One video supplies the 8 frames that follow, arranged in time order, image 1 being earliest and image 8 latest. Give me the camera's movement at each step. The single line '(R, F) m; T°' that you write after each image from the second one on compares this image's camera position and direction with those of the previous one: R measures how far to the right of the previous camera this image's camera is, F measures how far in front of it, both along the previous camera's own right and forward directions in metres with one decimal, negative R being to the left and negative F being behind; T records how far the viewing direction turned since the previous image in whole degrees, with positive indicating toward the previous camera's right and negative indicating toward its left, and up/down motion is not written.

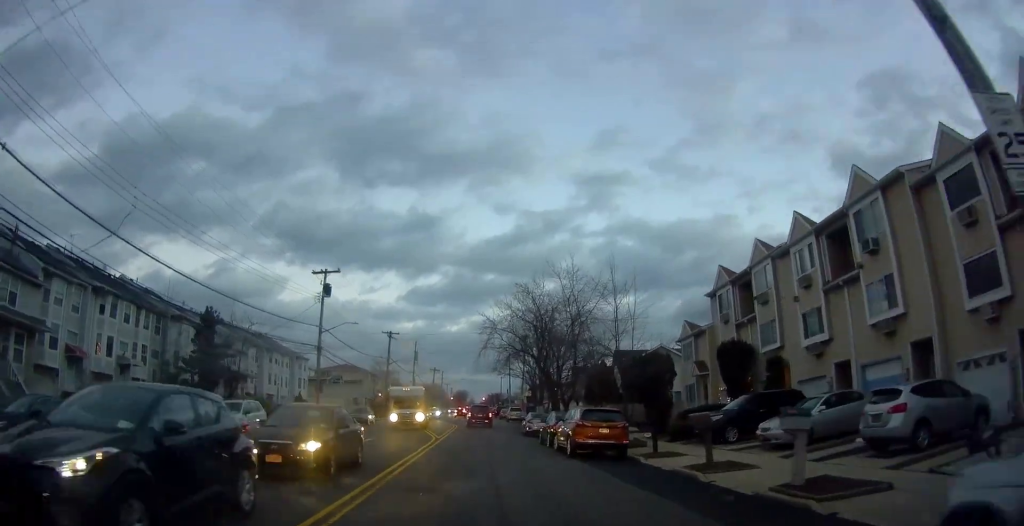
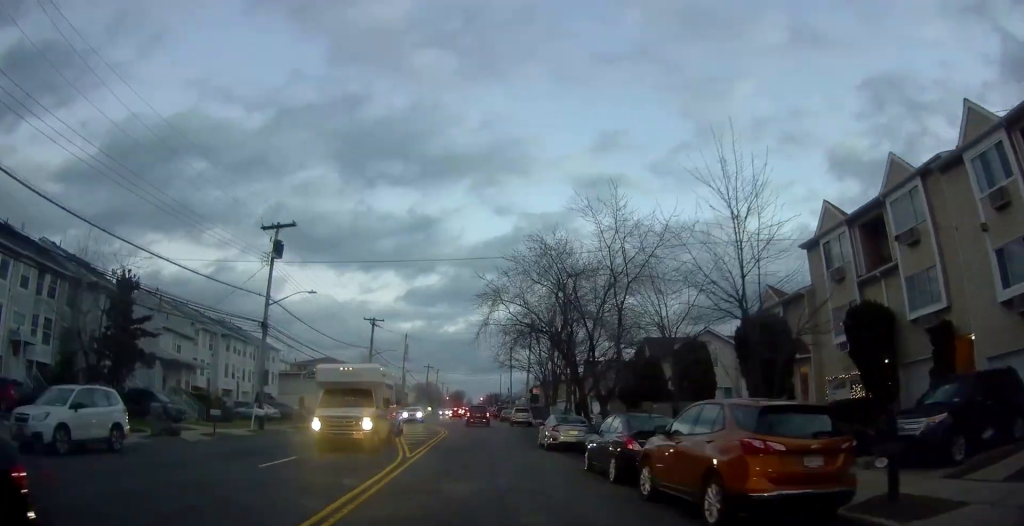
(+0.2, +11.4) m; +3°
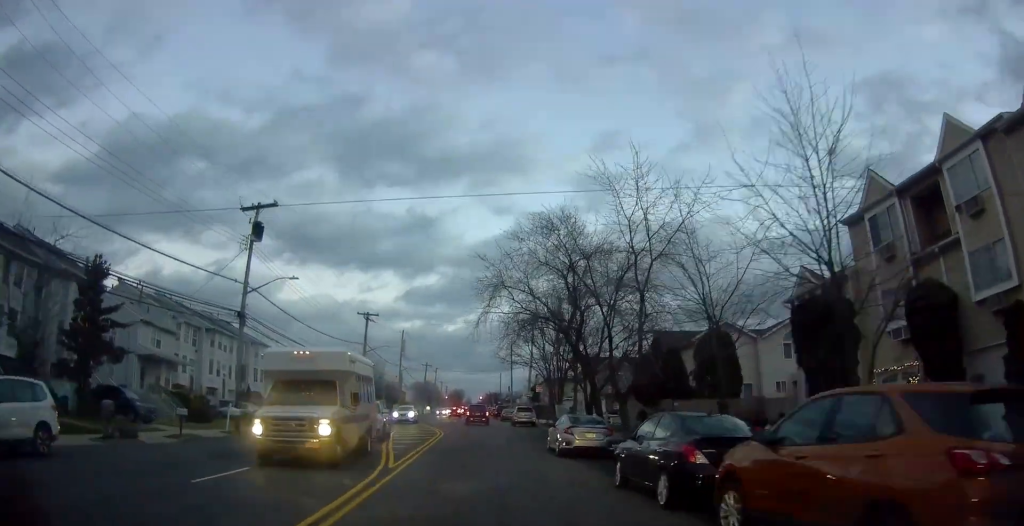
(+0.2, +3.3) m; 0°
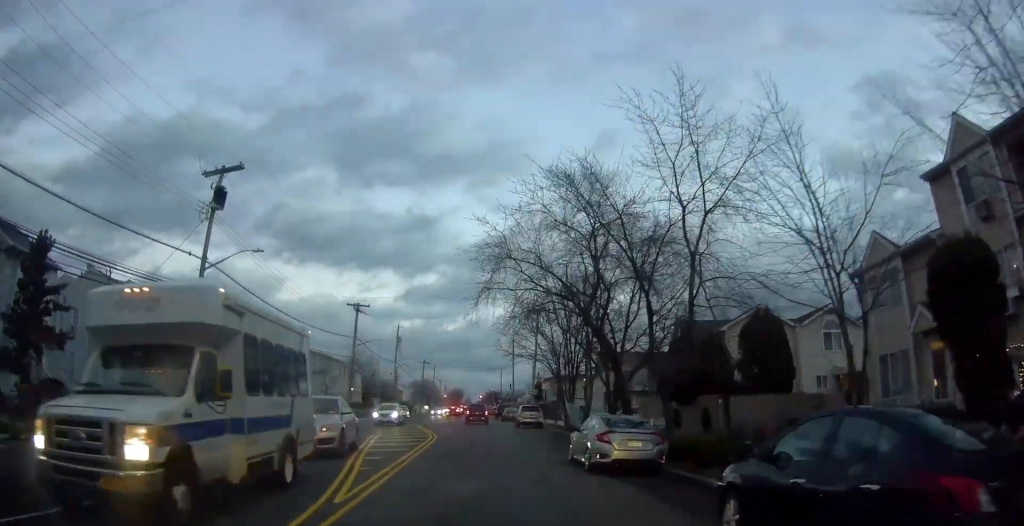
(0.0, +5.5) m; 0°
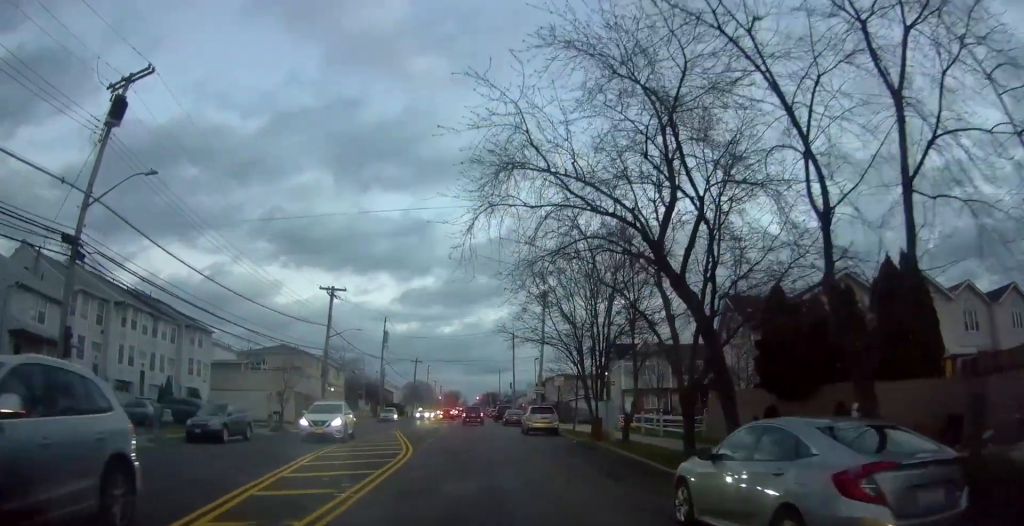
(0.0, +9.9) m; 0°
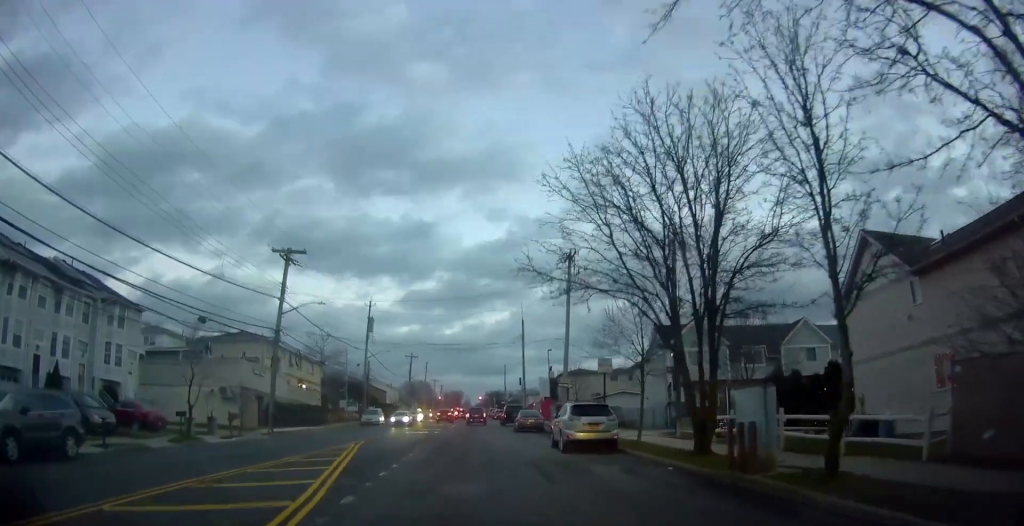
(-0.4, +12.7) m; -3°
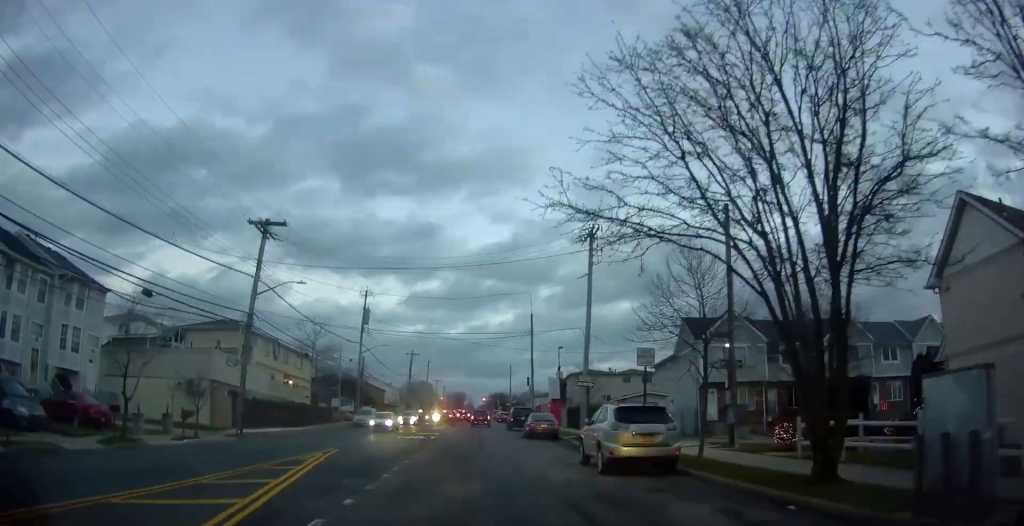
(0.0, +5.5) m; +1°
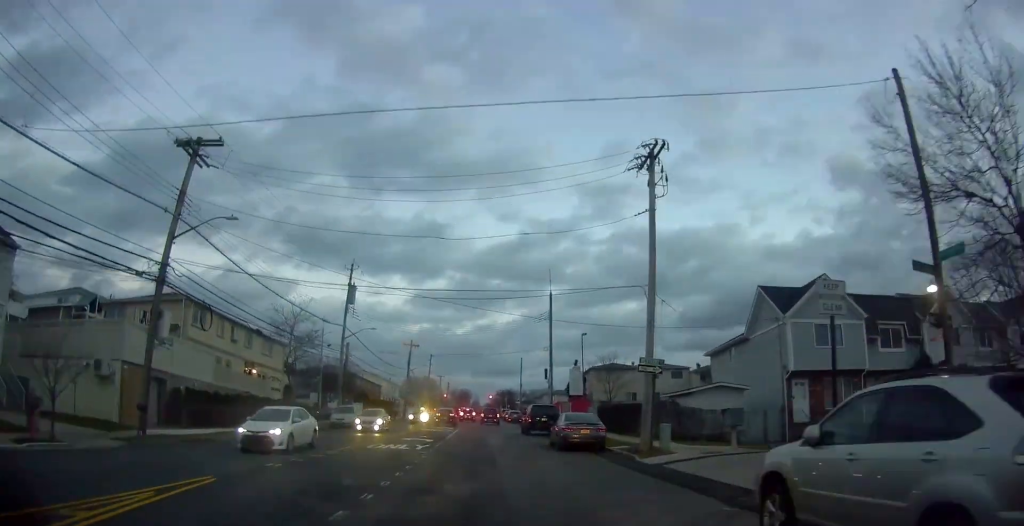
(+0.3, +10.6) m; 0°
